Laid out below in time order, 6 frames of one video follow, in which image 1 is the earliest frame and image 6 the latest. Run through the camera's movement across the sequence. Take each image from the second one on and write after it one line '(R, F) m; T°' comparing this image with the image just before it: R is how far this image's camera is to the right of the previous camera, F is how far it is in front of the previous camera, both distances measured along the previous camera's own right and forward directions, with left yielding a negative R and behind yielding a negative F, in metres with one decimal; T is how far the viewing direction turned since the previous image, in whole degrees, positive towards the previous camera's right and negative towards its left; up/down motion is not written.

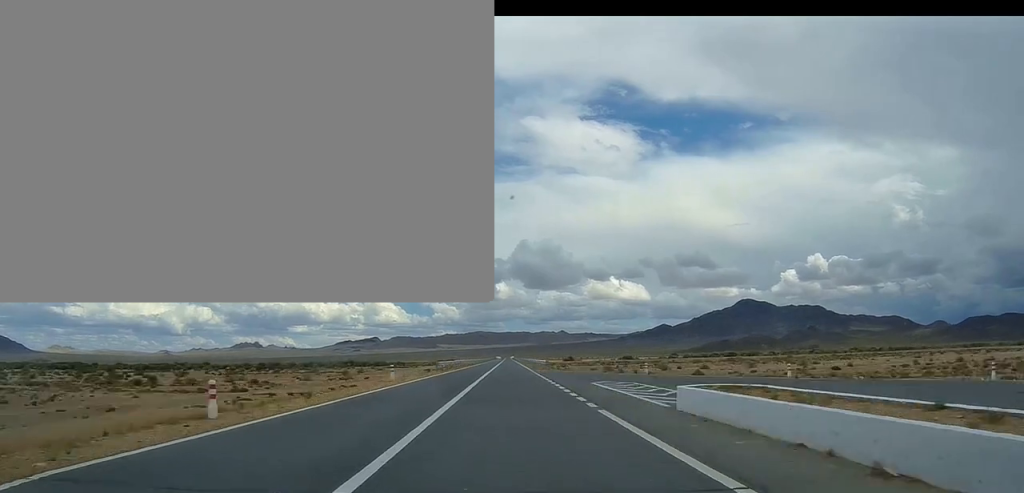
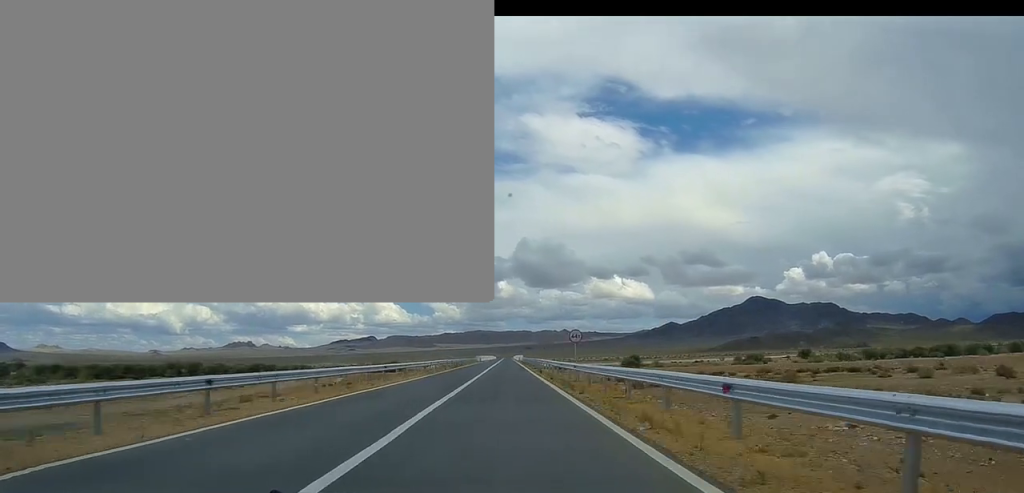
(+0.1, +250.1) m; 0°
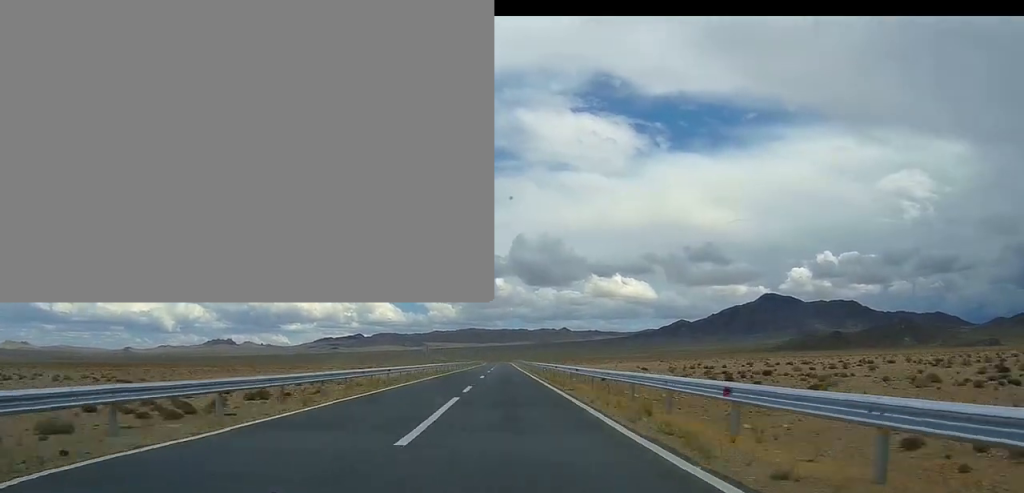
(-0.9, +440.1) m; -2°
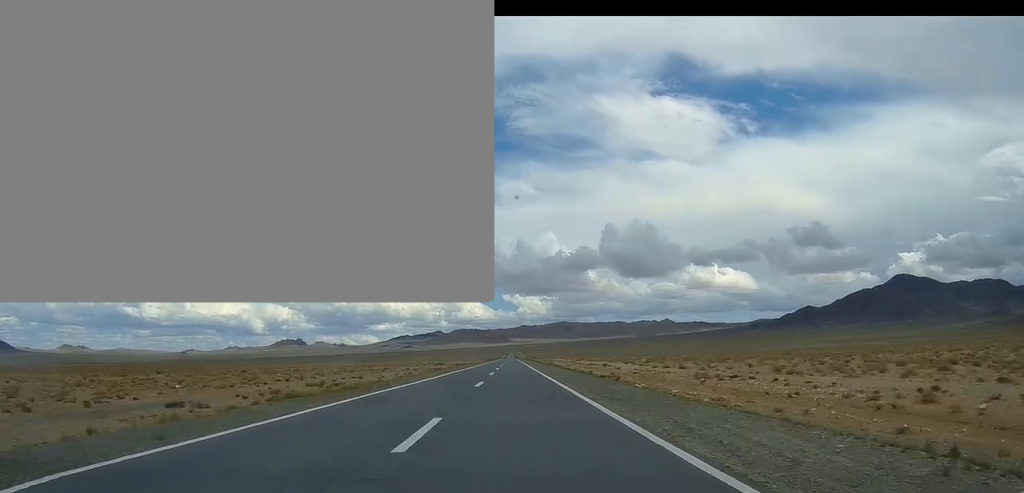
(-40.5, +635.8) m; -6°
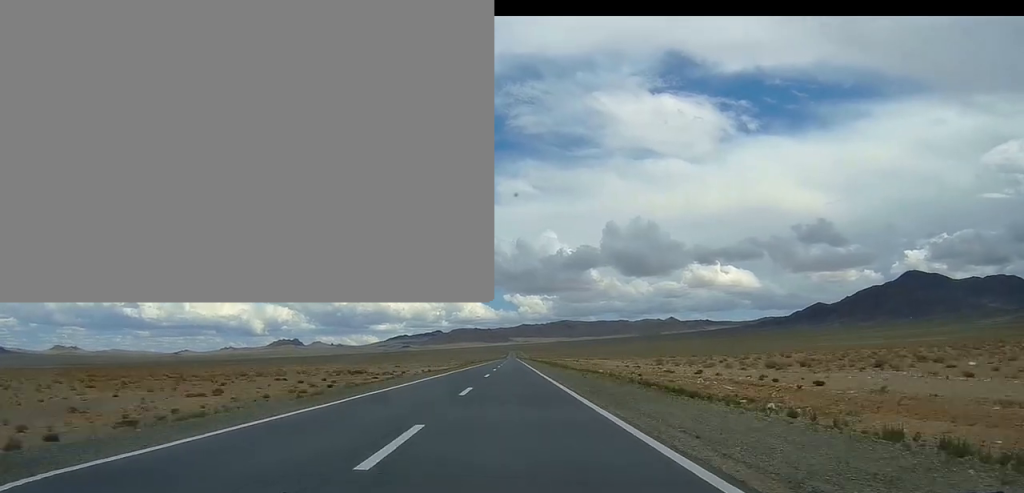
(-0.3, +130.9) m; 0°
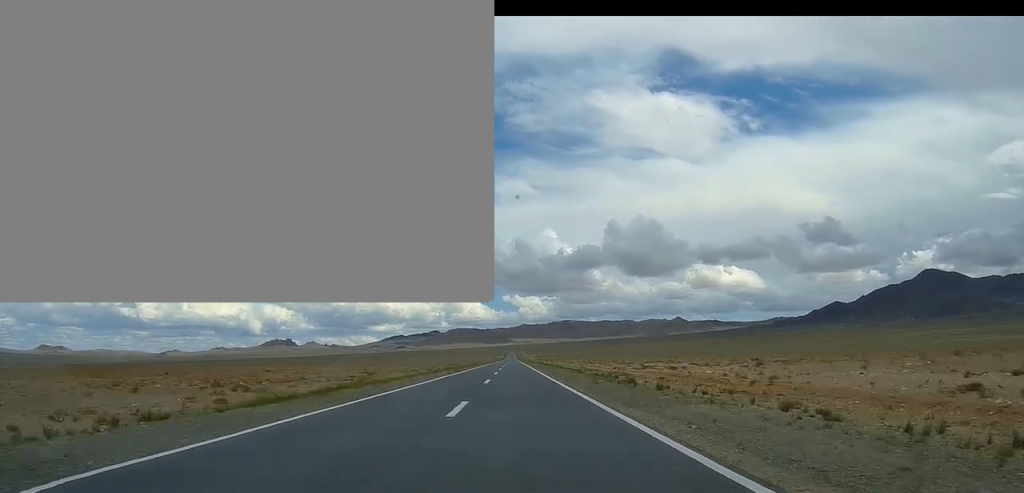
(-0.1, +216.9) m; 0°
